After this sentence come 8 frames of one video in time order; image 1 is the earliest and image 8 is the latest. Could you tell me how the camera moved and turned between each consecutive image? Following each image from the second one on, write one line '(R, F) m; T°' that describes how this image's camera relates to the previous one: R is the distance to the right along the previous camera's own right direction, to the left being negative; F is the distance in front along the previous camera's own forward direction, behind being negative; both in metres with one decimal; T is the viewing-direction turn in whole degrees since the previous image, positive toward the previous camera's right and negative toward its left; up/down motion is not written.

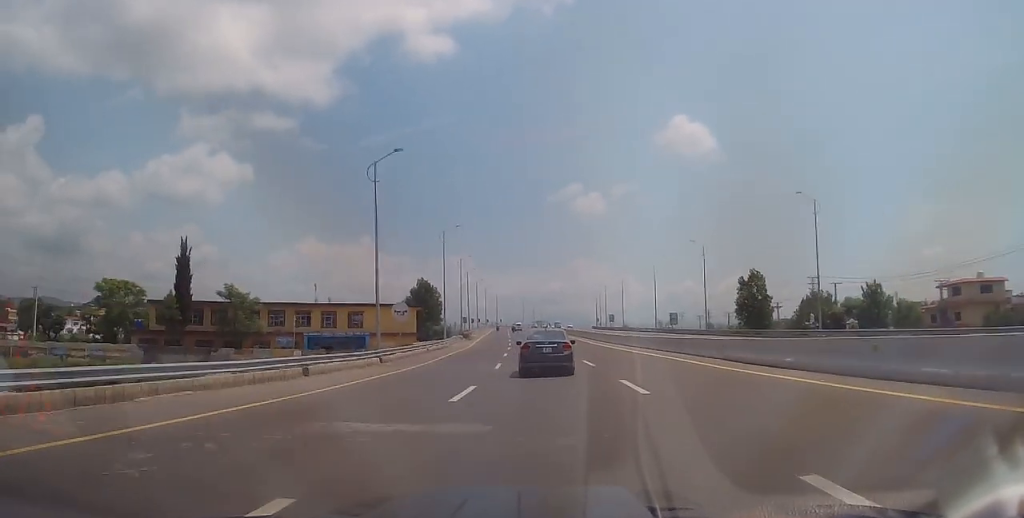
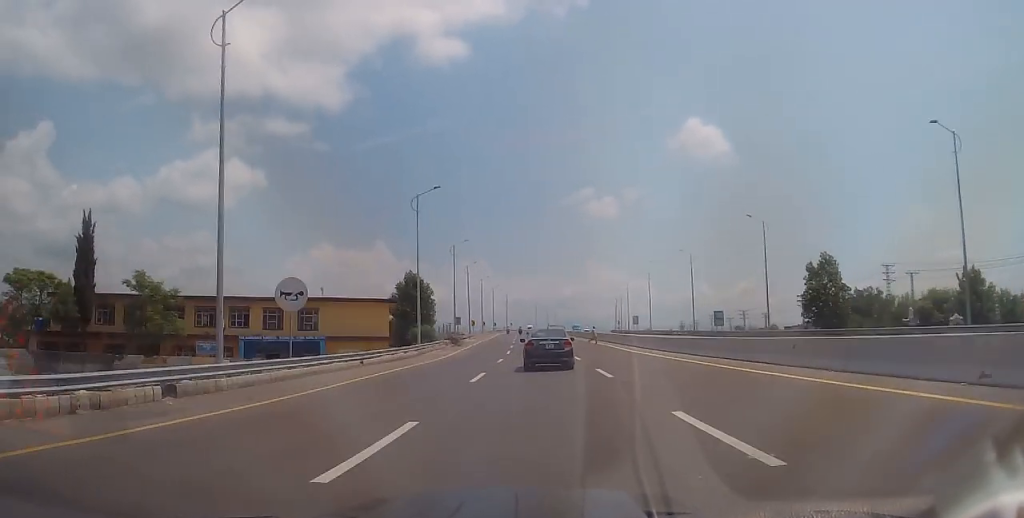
(-0.2, +19.5) m; -1°
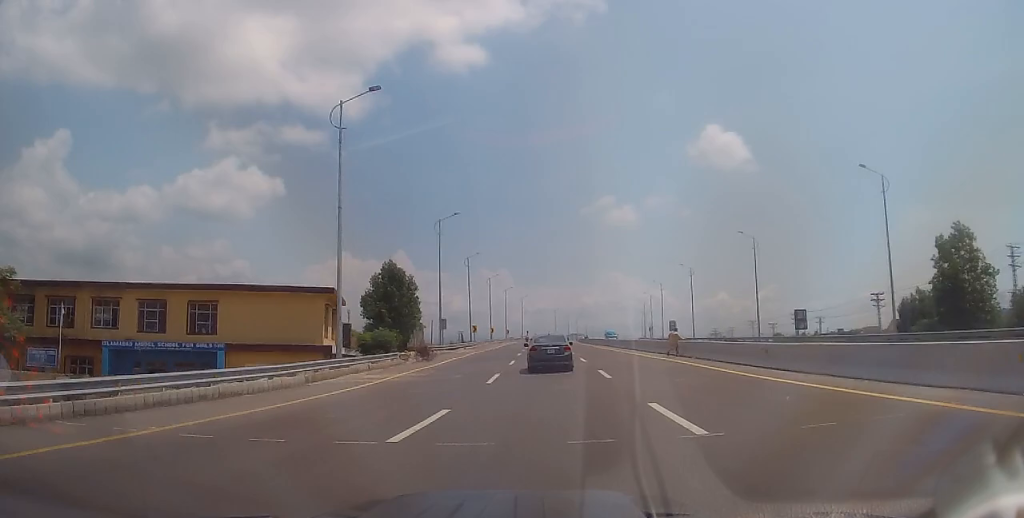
(-0.4, +21.6) m; -1°
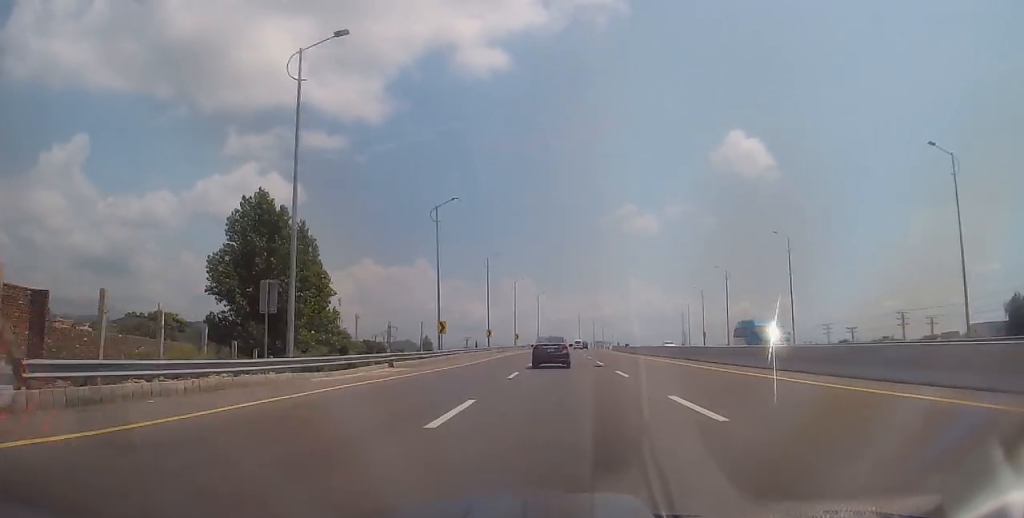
(-0.2, +35.3) m; -2°
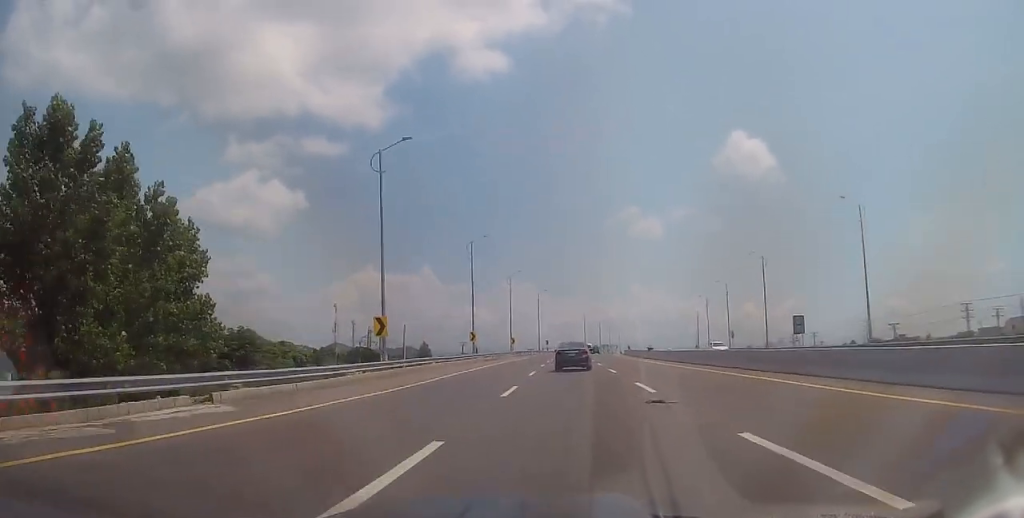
(-0.5, +16.4) m; 0°
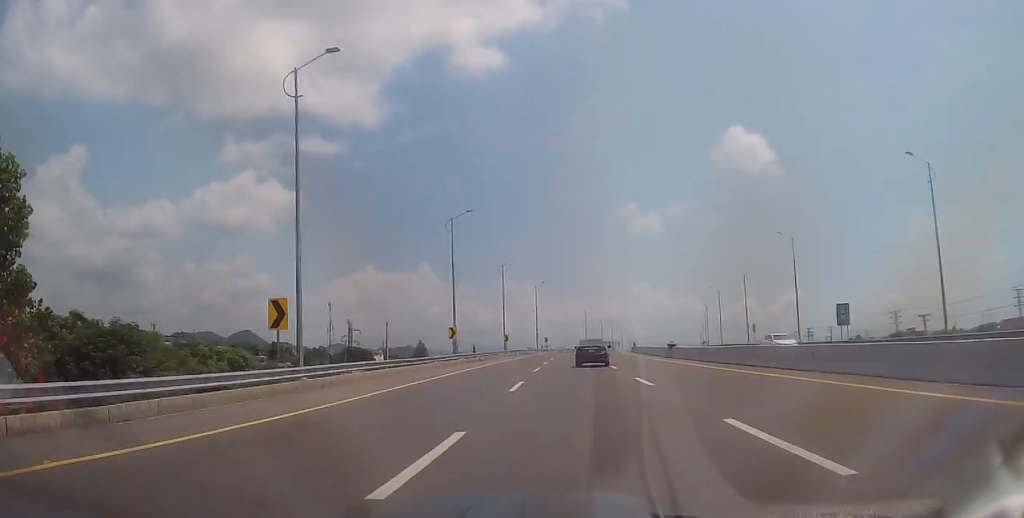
(+0.2, +10.8) m; 0°
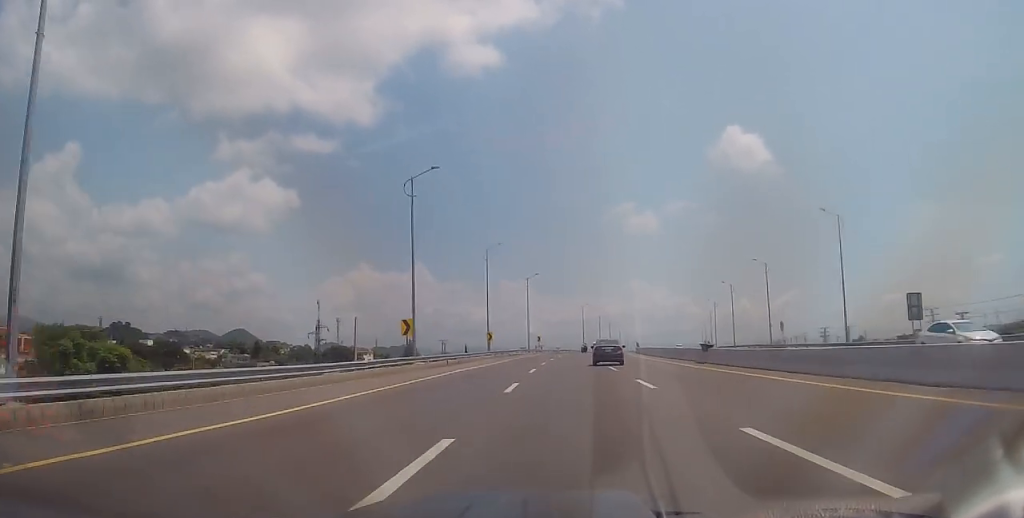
(+0.4, +12.8) m; 0°
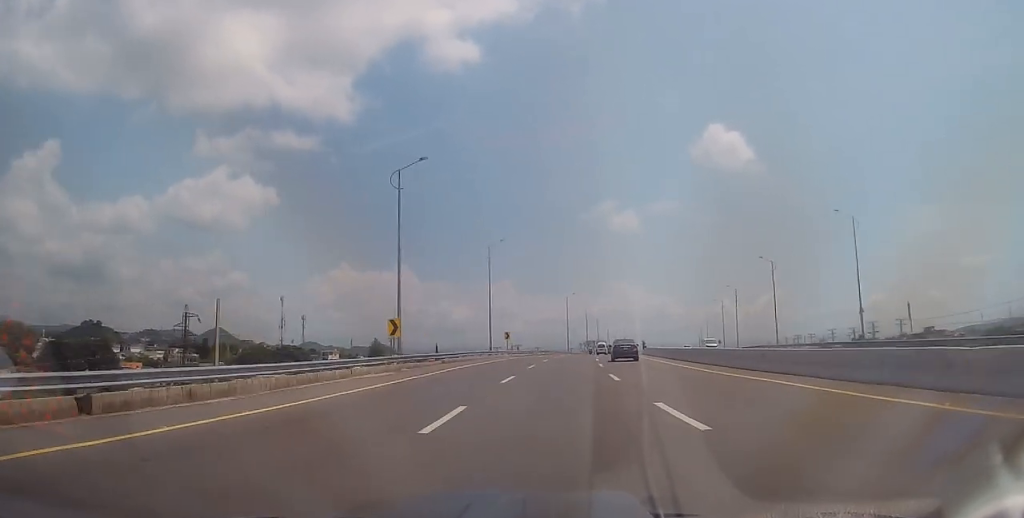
(-0.3, +31.7) m; +1°
